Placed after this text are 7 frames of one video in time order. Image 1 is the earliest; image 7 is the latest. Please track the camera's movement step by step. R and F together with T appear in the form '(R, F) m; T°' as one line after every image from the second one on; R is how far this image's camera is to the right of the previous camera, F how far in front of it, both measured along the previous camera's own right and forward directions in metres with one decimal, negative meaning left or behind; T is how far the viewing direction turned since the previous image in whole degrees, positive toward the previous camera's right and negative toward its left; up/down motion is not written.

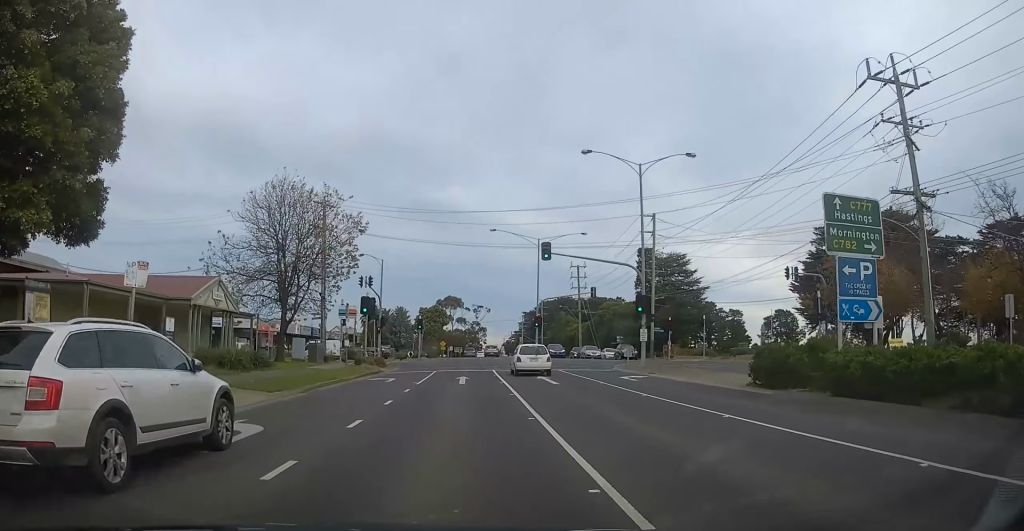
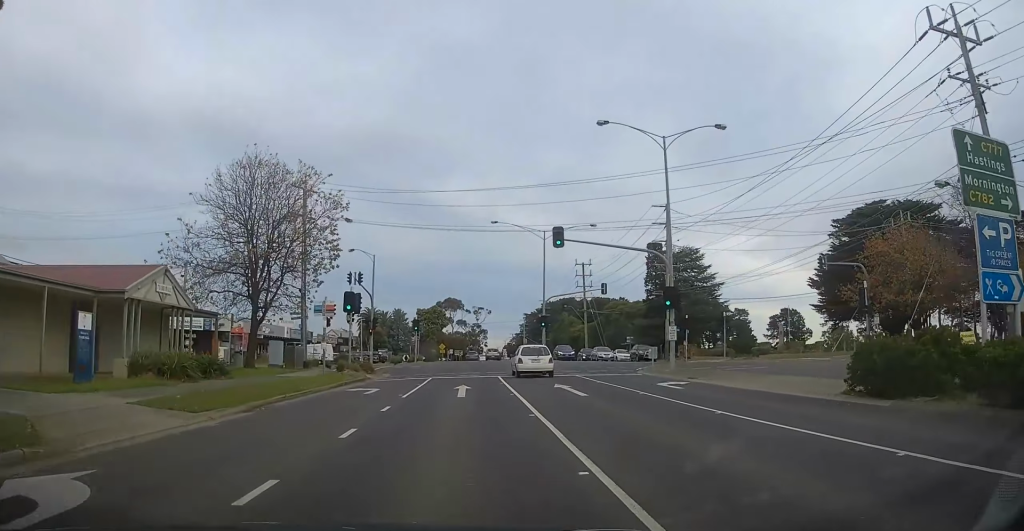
(+0.2, +5.4) m; +1°
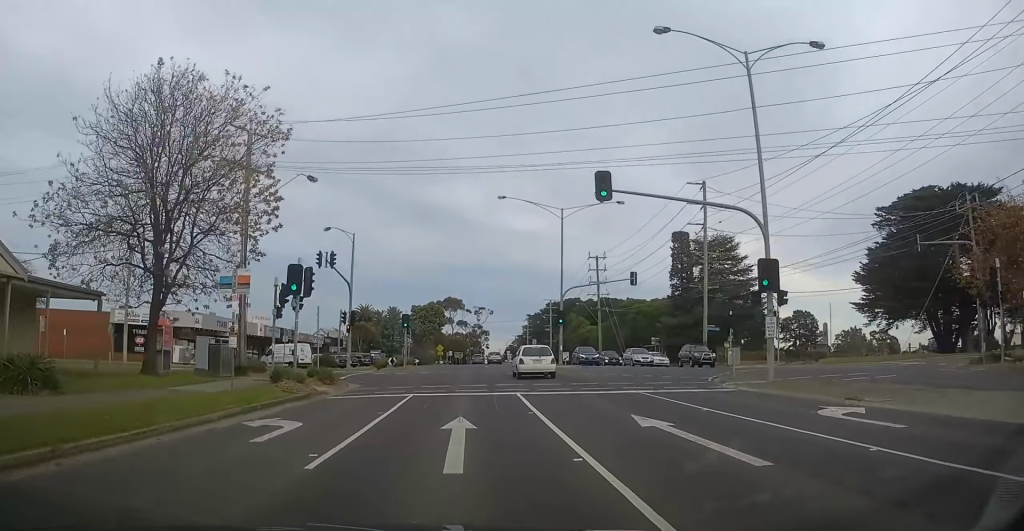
(+0.2, +10.5) m; +1°
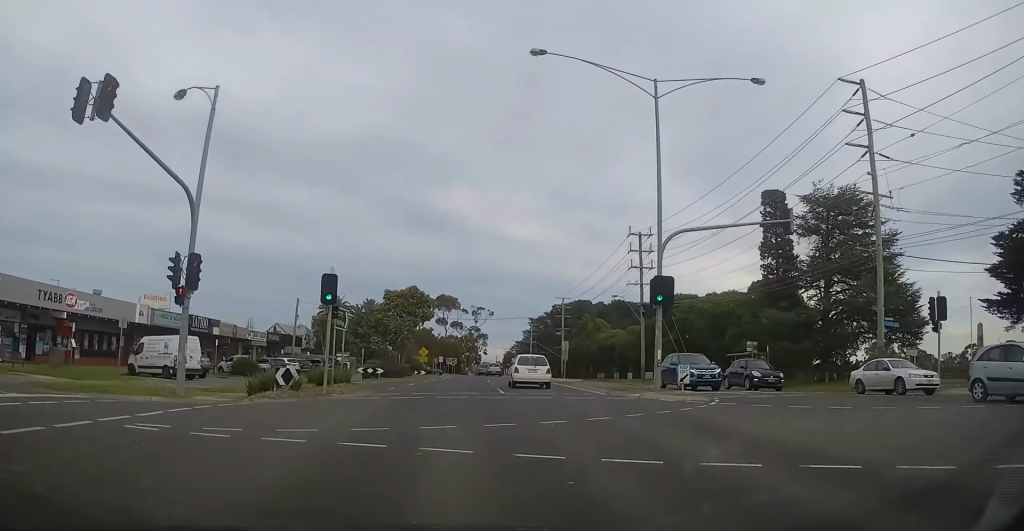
(0.0, +25.6) m; 0°
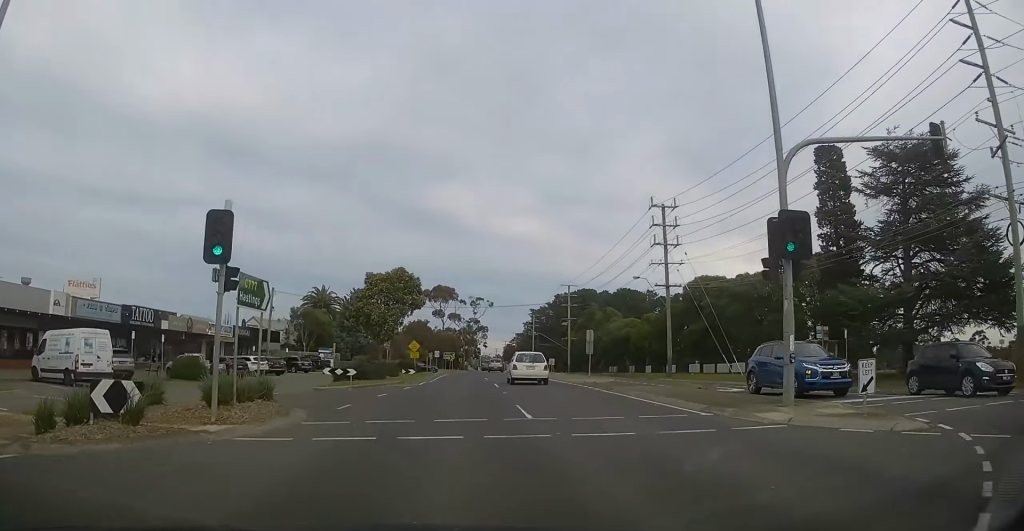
(0.0, +10.0) m; 0°
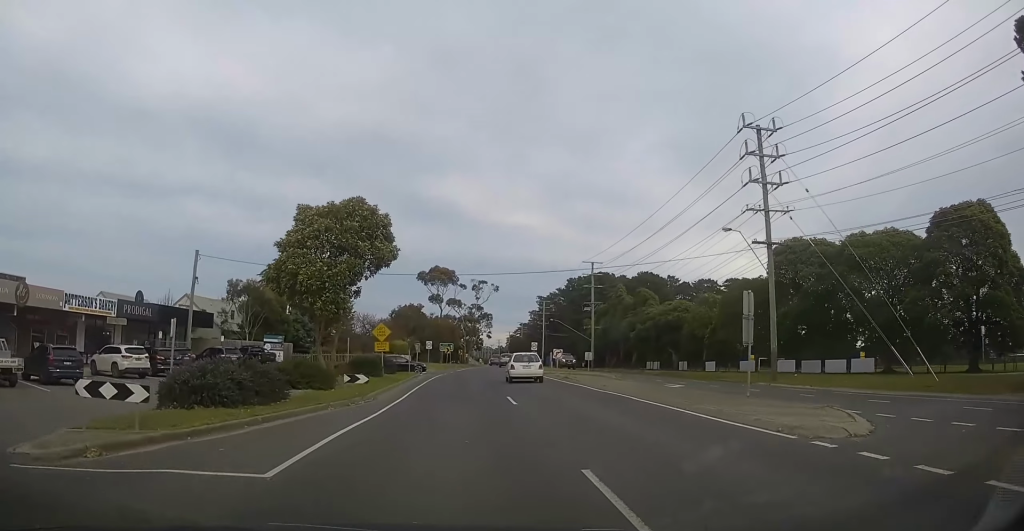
(0.0, +21.4) m; +1°
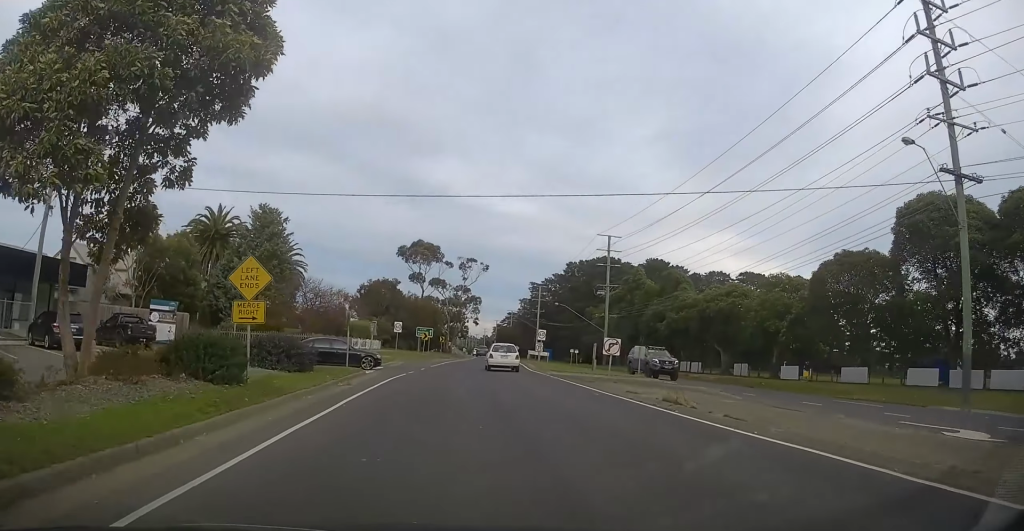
(+0.6, +18.7) m; +1°
